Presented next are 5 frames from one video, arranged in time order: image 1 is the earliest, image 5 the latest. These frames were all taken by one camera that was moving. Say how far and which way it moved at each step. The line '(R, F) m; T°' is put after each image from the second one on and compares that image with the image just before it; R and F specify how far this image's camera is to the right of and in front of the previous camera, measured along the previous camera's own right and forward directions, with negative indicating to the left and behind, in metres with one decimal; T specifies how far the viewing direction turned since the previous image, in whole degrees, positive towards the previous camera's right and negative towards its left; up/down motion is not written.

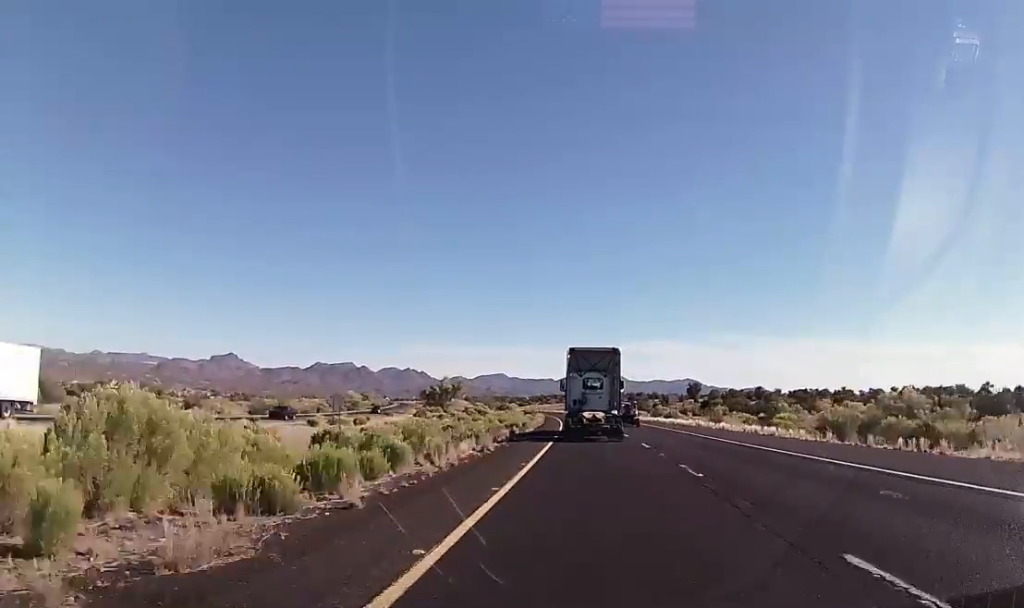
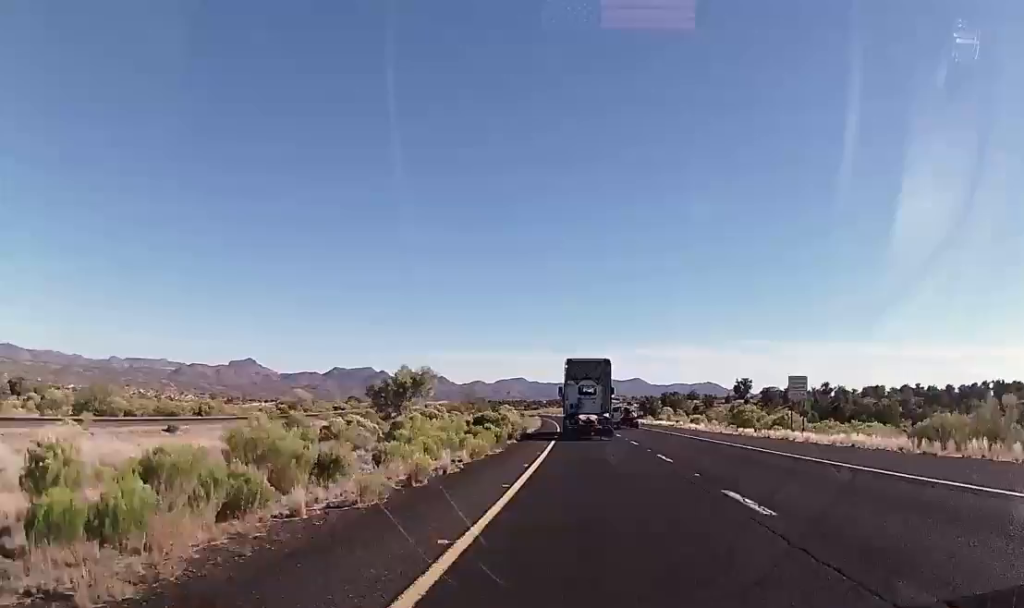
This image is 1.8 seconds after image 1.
(-0.6, +53.9) m; -2°
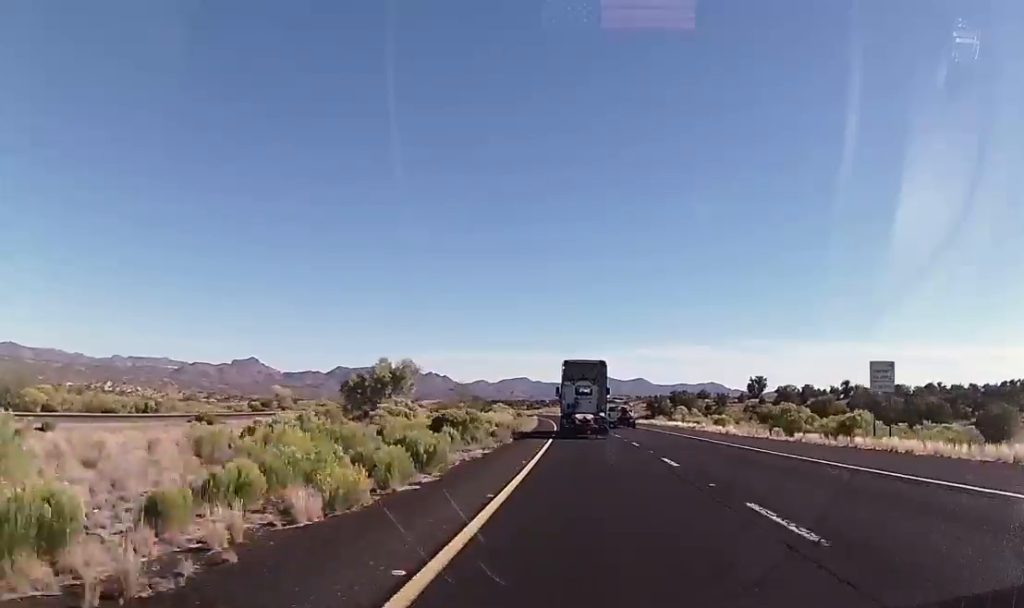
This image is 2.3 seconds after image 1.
(-0.2, +13.8) m; 0°
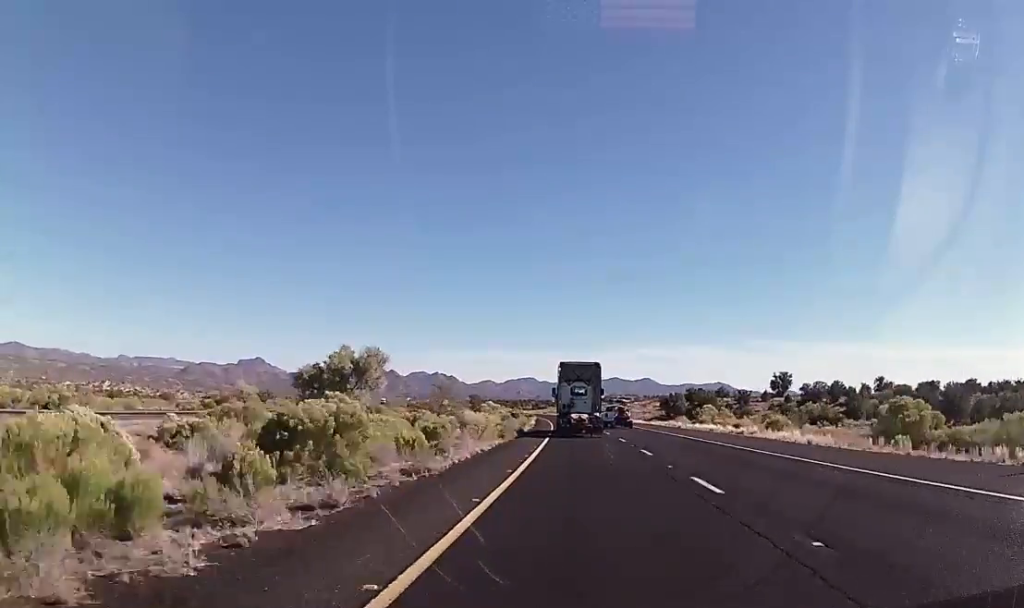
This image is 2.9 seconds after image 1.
(-0.1, +18.8) m; 0°
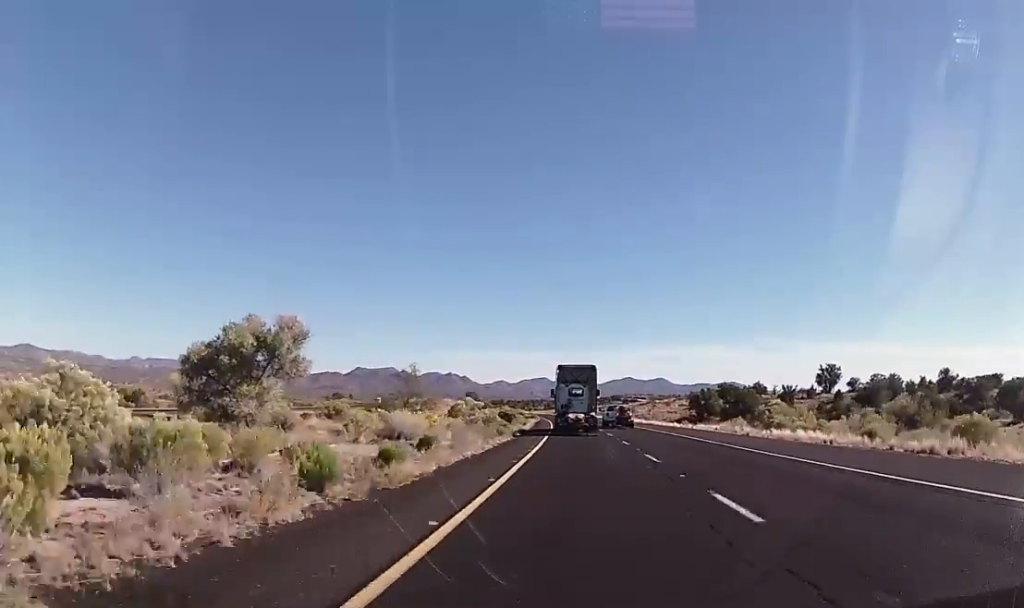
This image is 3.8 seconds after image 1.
(0.0, +26.9) m; 0°
